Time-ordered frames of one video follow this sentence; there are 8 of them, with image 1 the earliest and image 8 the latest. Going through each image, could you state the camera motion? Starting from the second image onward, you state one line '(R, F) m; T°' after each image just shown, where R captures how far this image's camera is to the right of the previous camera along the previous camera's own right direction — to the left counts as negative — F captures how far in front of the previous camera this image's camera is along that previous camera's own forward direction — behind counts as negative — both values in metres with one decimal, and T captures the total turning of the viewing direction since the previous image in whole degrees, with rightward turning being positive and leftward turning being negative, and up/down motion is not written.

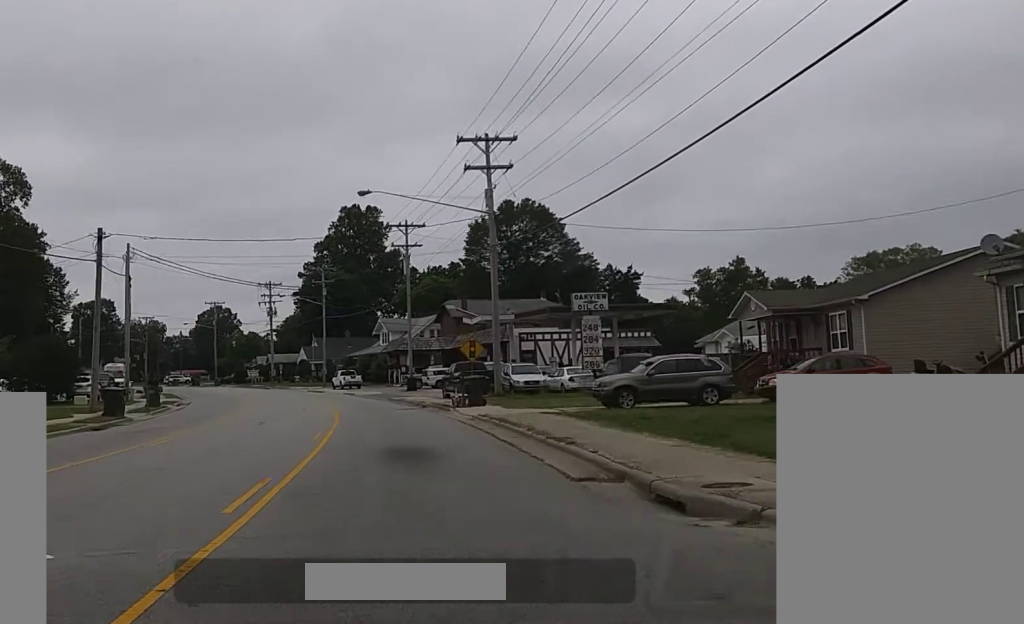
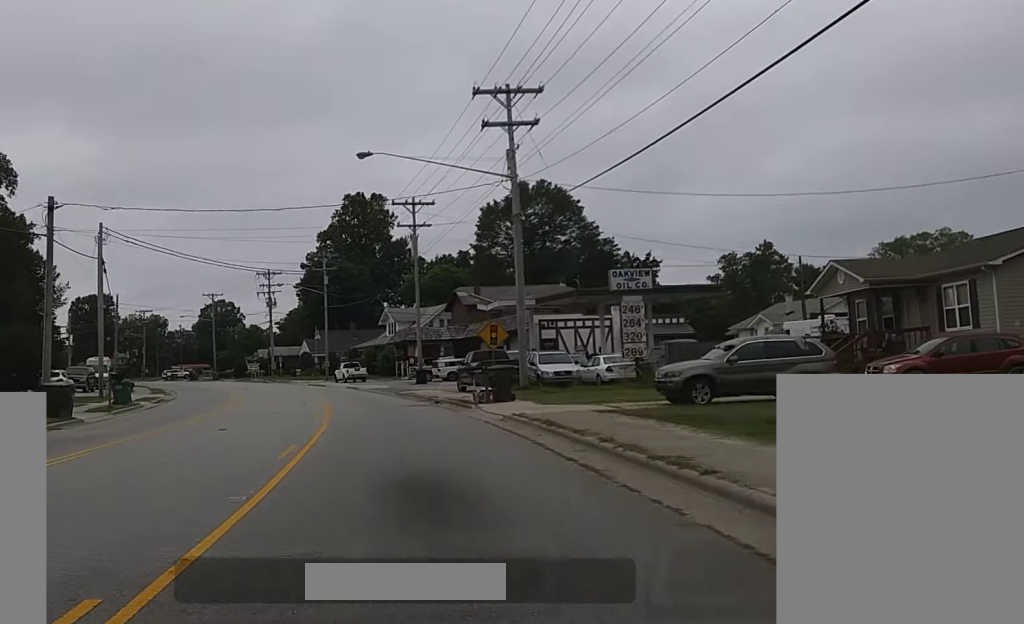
(0.0, +7.7) m; 0°
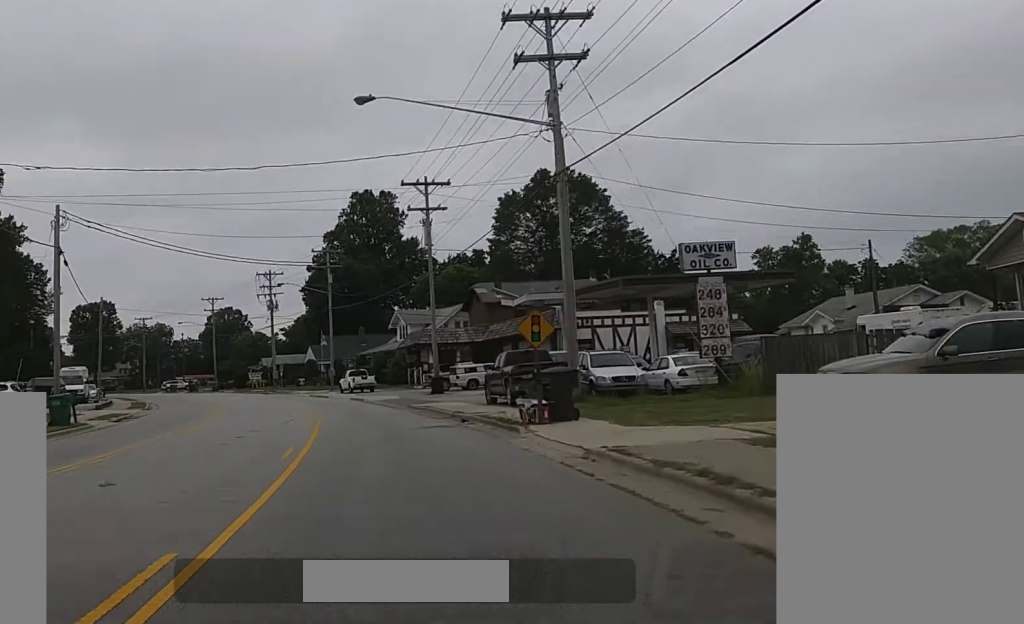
(0.0, +10.6) m; 0°
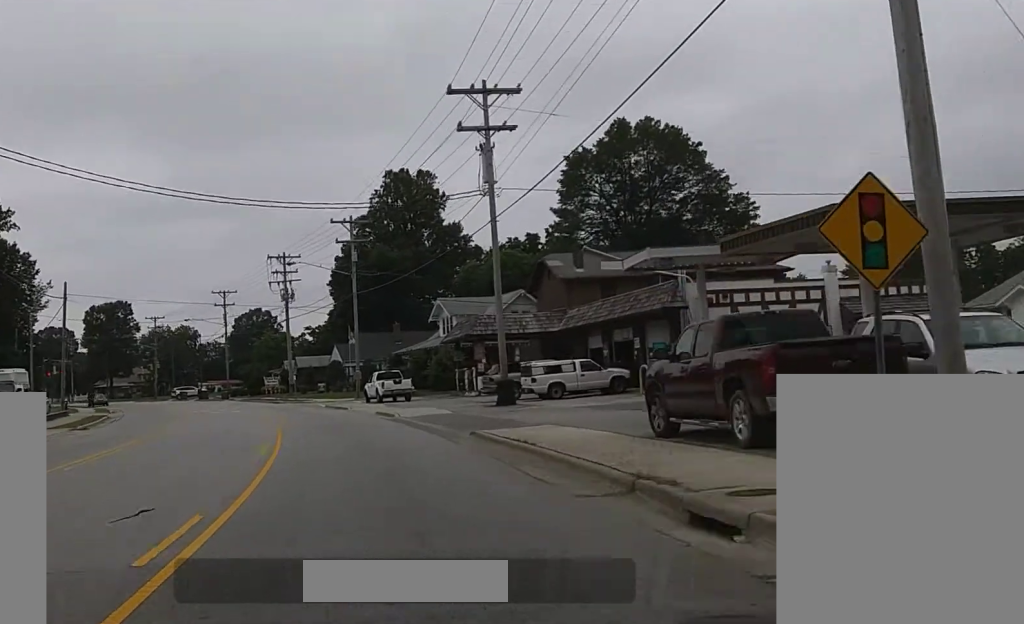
(0.0, +22.7) m; -1°
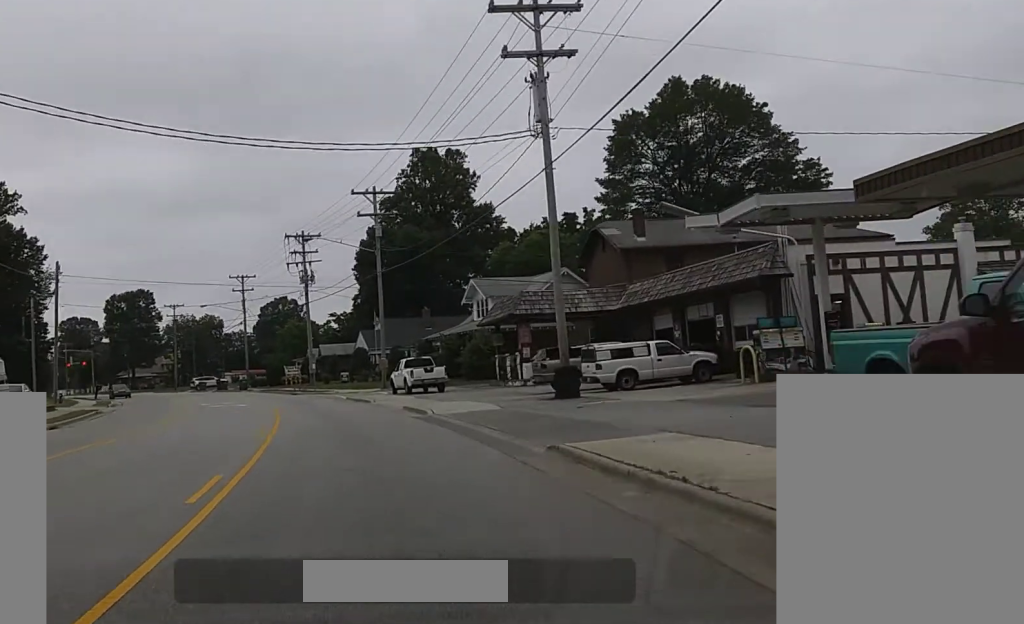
(+0.1, +9.2) m; -3°
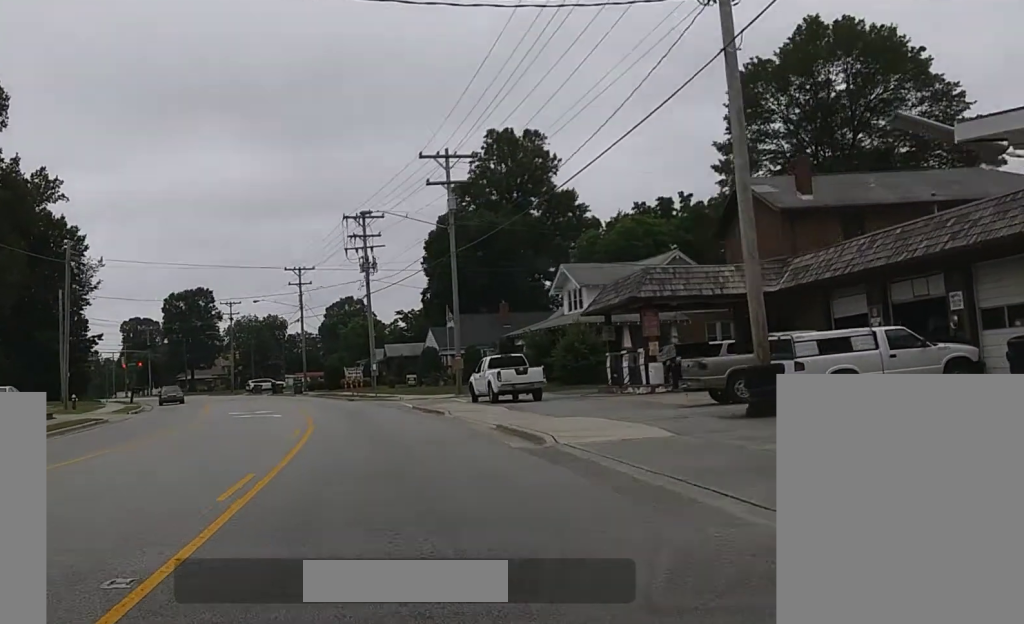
(-0.8, +12.3) m; -4°
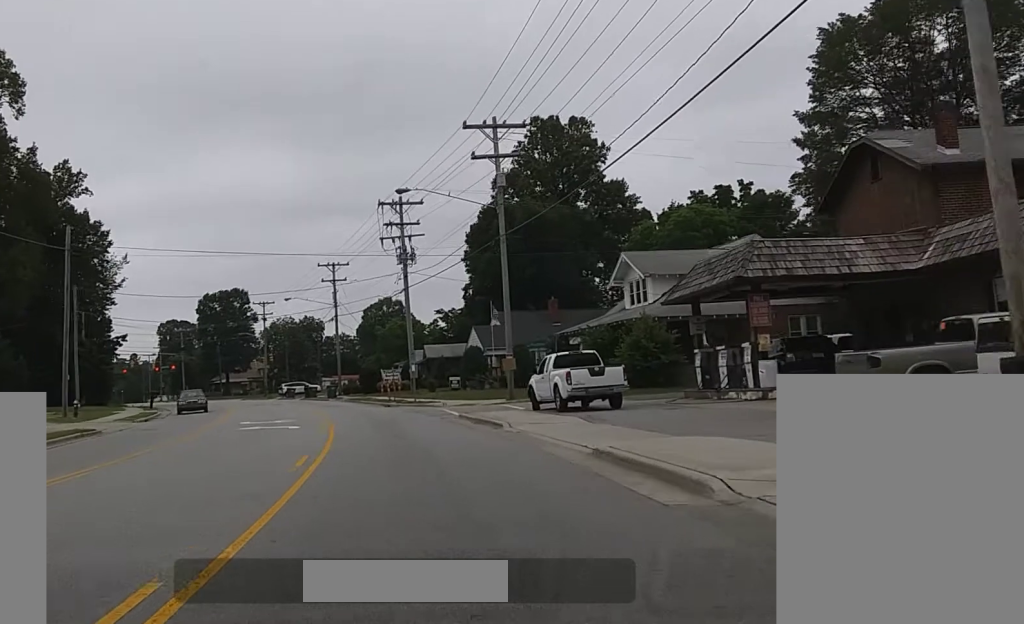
(0.0, +6.7) m; 0°
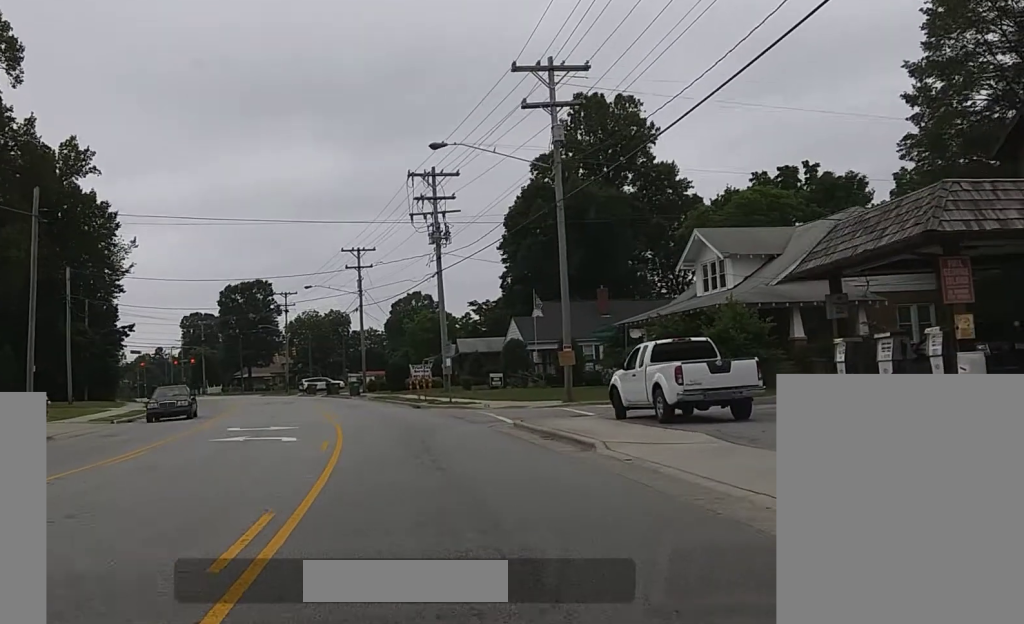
(0.0, +8.3) m; 0°
